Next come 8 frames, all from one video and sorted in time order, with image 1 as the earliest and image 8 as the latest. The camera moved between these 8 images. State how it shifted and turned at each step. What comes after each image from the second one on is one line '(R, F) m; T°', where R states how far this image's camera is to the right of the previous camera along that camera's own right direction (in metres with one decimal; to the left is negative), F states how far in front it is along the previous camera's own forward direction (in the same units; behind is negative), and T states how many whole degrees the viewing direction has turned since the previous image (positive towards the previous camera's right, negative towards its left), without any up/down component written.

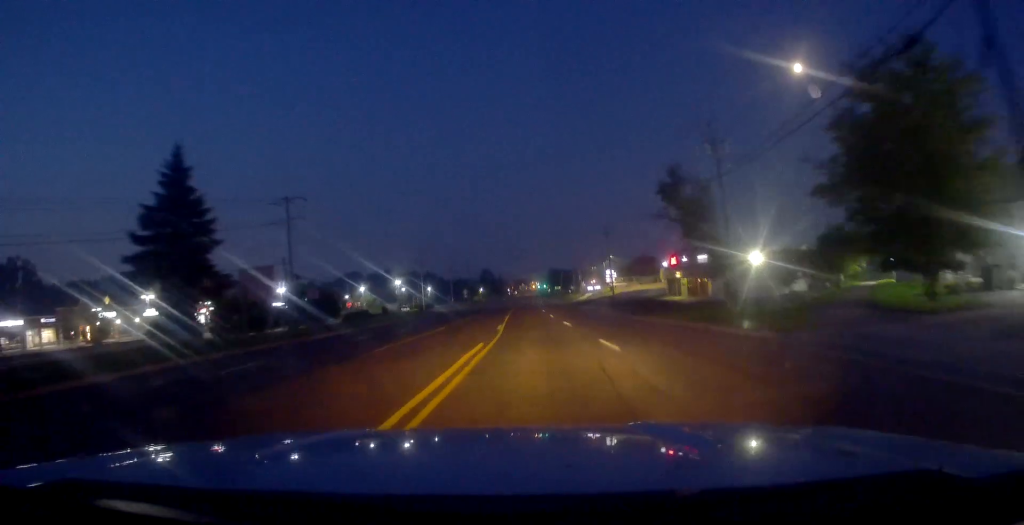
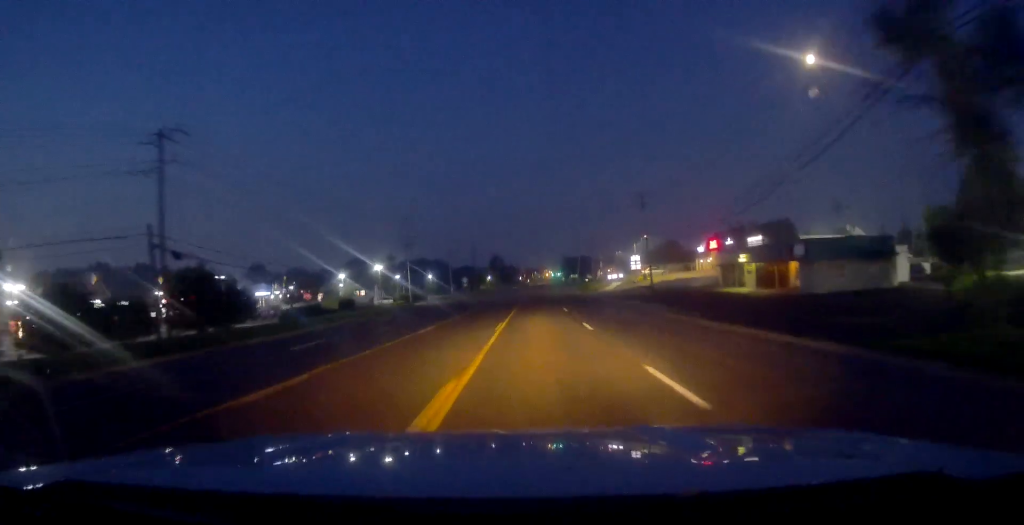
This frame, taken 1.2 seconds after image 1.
(-0.3, +23.6) m; 0°
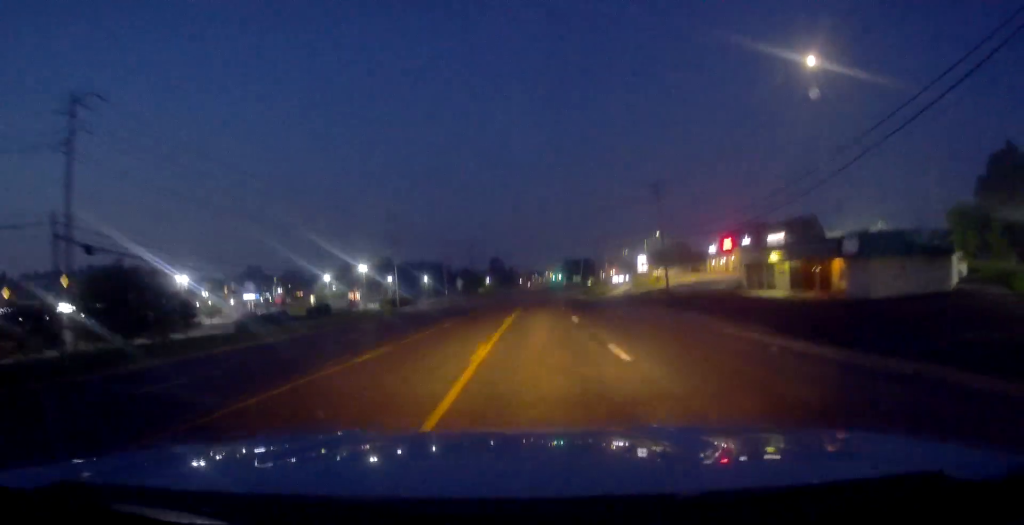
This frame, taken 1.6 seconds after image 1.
(-0.1, +8.8) m; +1°
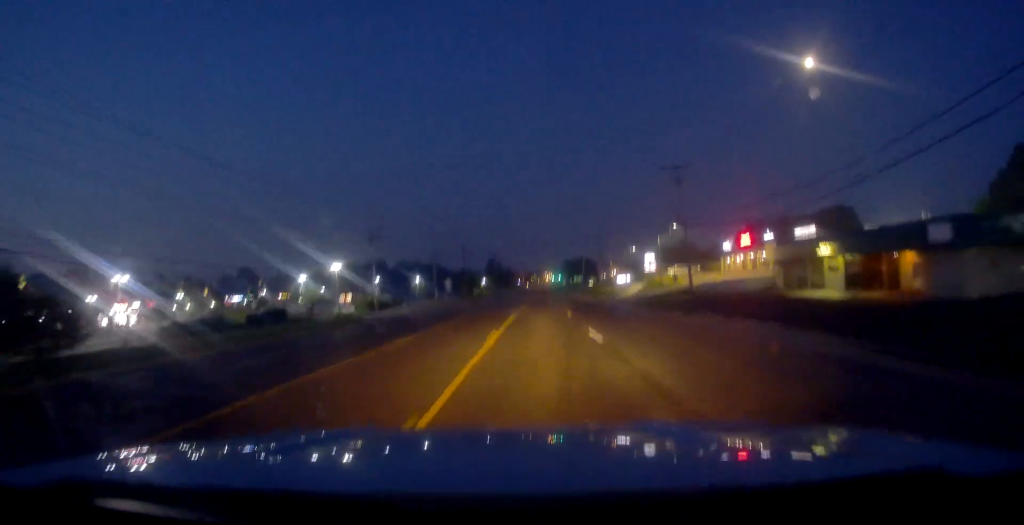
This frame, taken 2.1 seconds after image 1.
(+0.2, +10.9) m; +1°
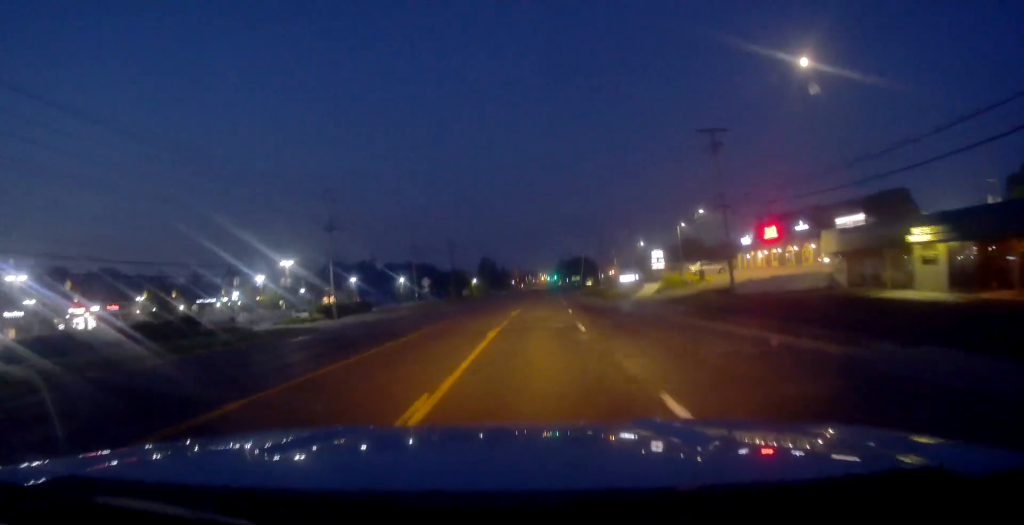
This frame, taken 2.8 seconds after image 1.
(+0.1, +13.7) m; +1°
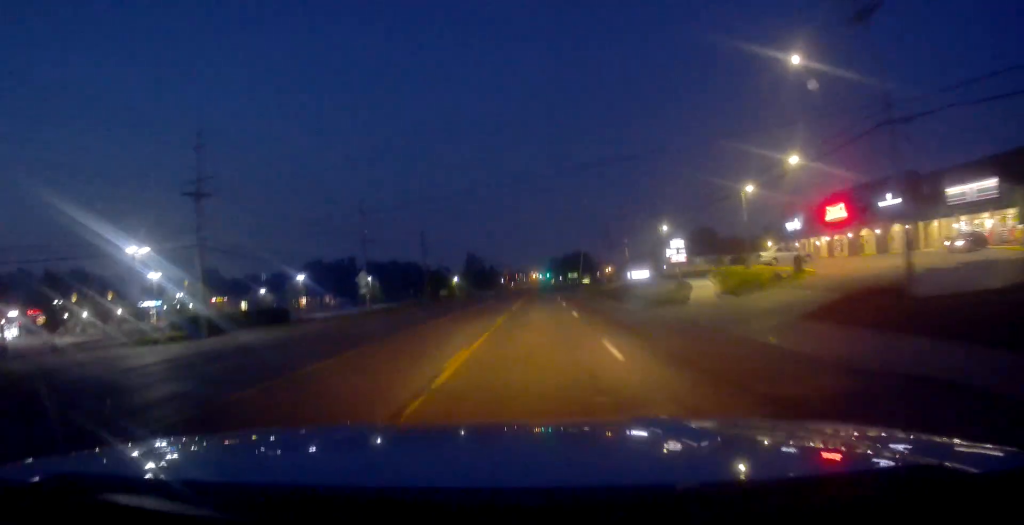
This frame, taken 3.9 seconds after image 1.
(+0.1, +23.2) m; -1°
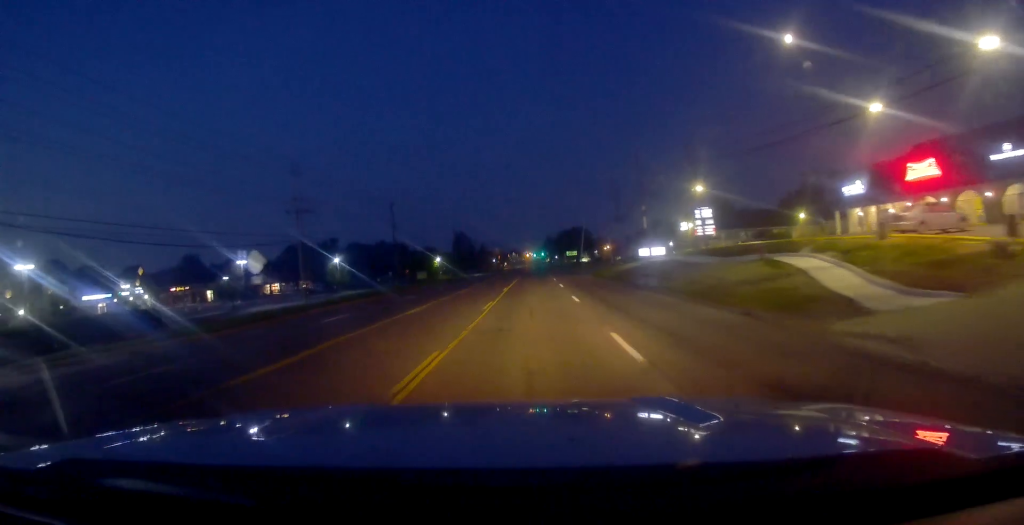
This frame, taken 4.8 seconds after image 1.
(-0.5, +18.5) m; 0°
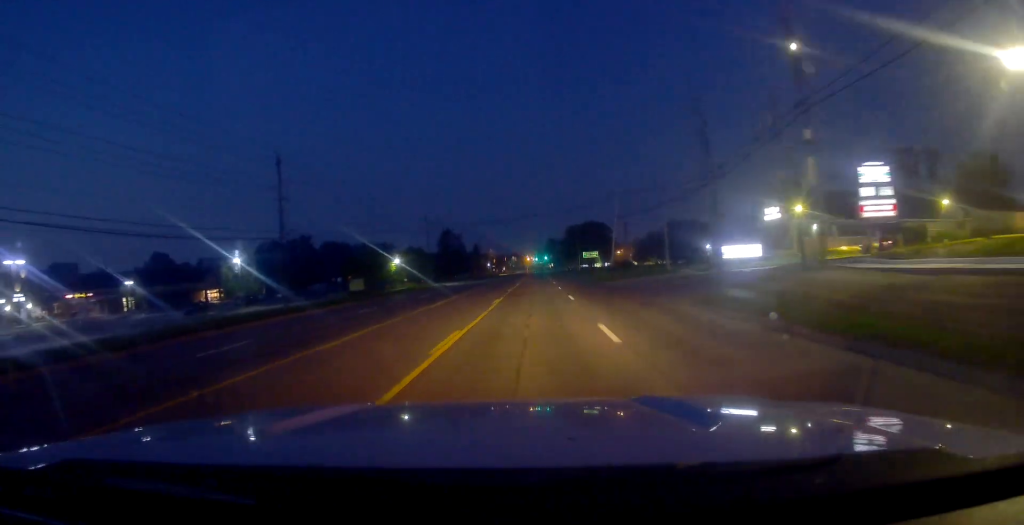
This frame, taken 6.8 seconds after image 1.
(+0.7, +41.2) m; +1°
